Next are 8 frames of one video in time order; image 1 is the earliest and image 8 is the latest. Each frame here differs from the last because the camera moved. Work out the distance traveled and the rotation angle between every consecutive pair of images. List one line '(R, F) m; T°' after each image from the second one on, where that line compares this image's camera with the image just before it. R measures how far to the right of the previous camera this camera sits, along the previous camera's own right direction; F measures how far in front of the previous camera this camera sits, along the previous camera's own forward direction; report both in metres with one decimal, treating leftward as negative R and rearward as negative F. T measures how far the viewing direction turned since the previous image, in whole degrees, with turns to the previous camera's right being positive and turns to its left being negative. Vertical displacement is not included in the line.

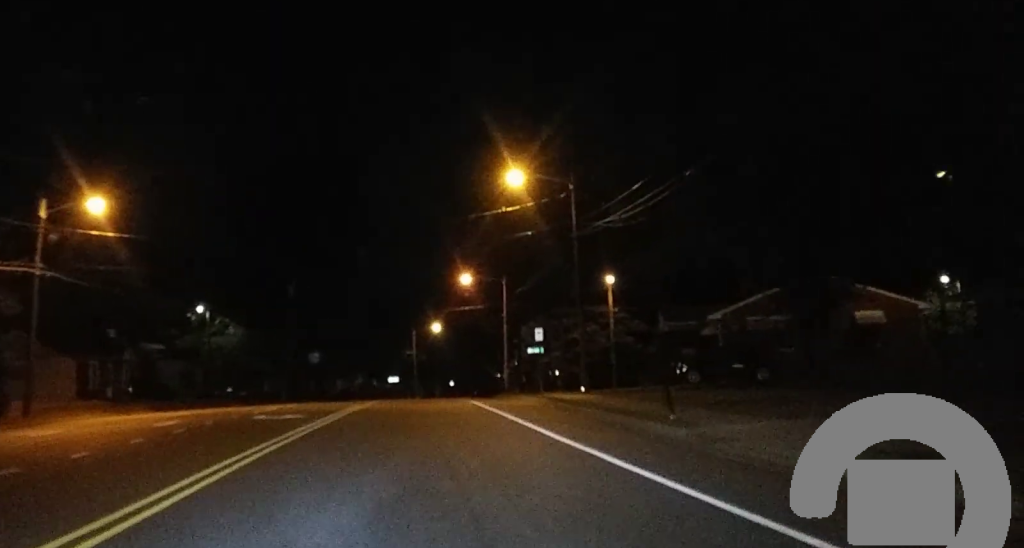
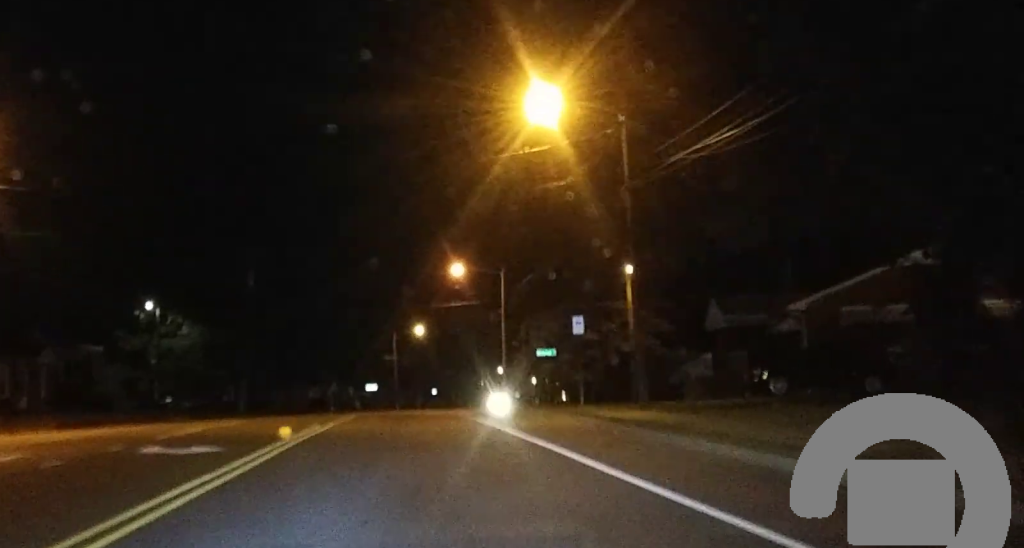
(-0.1, +12.8) m; -1°
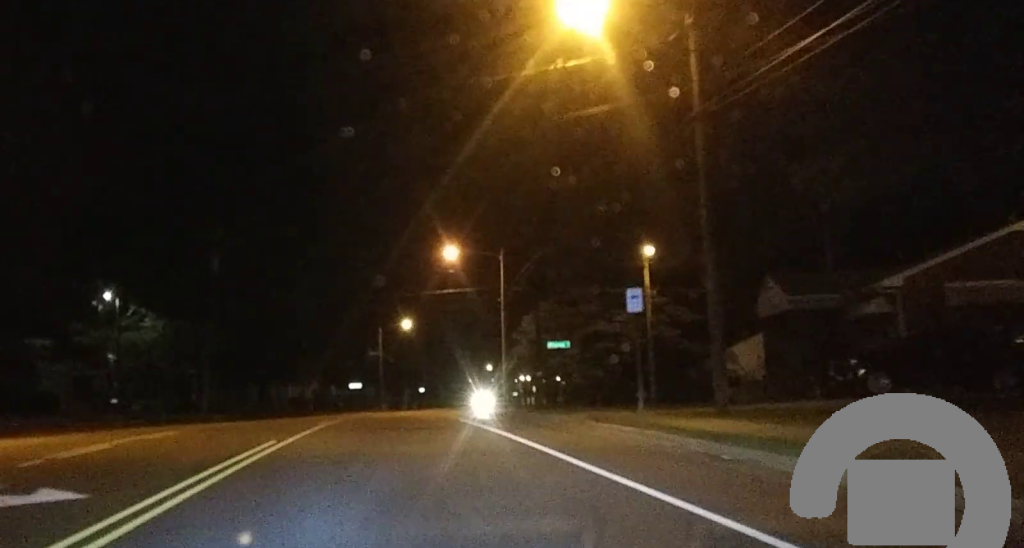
(-0.1, +8.2) m; +1°
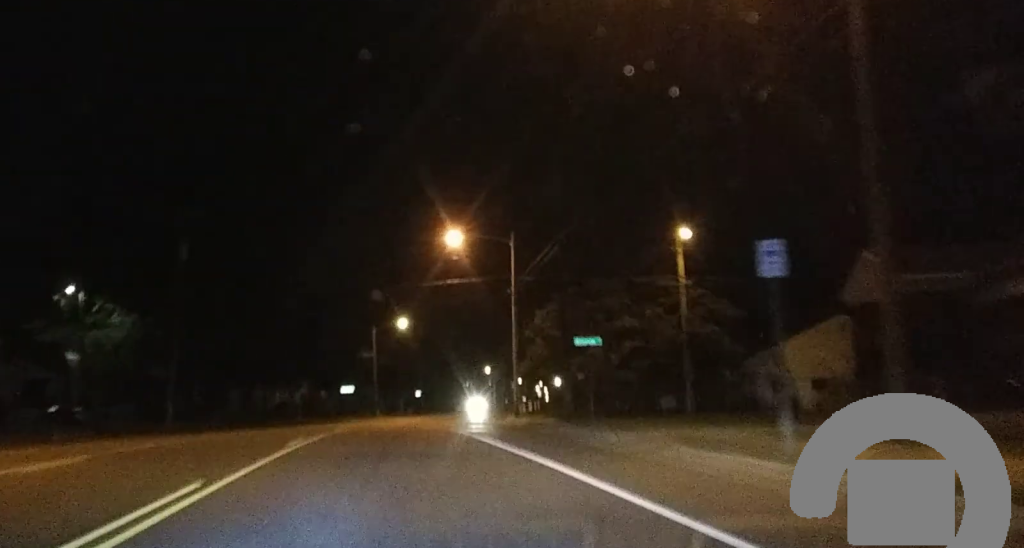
(+0.2, +7.5) m; +1°
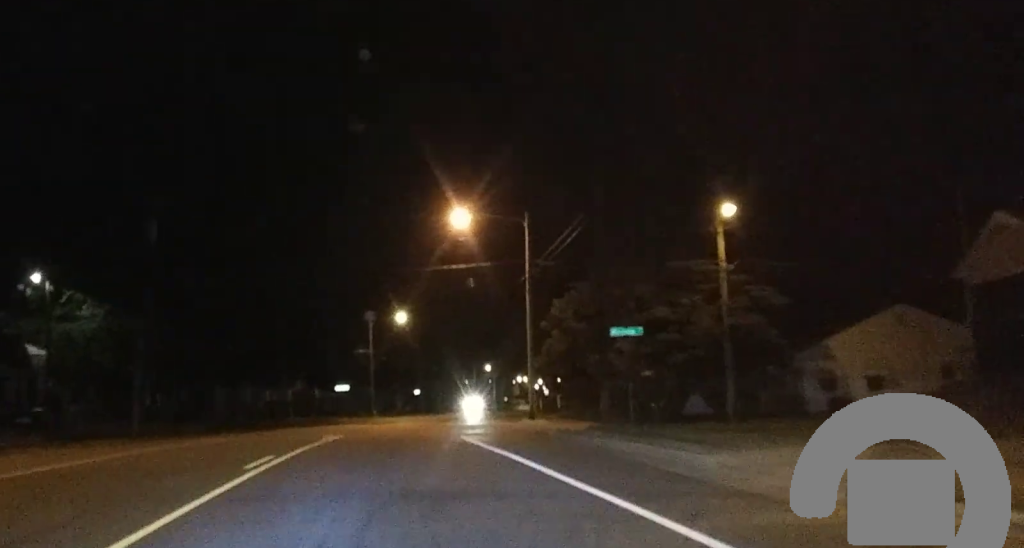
(+0.1, +7.3) m; +1°
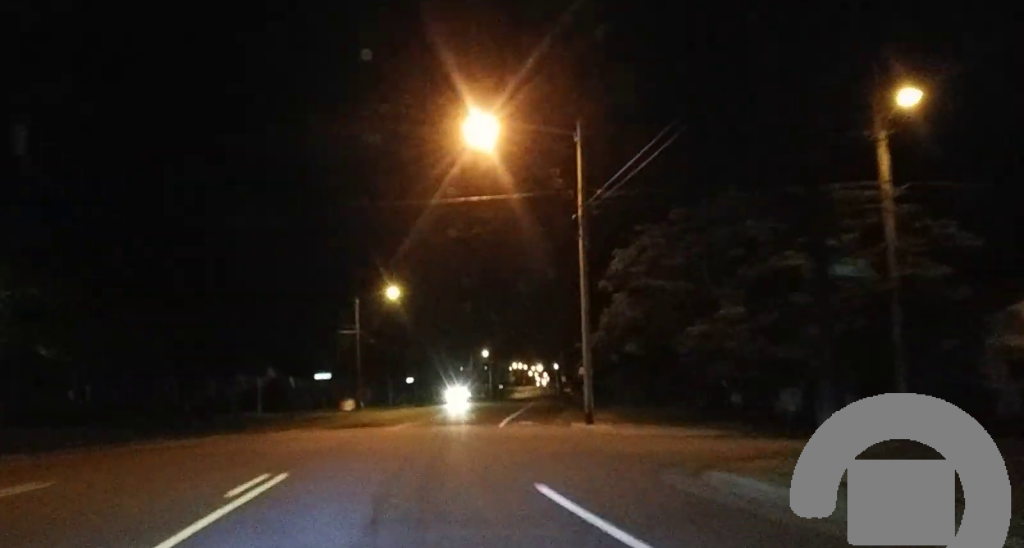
(+0.1, +15.1) m; +1°
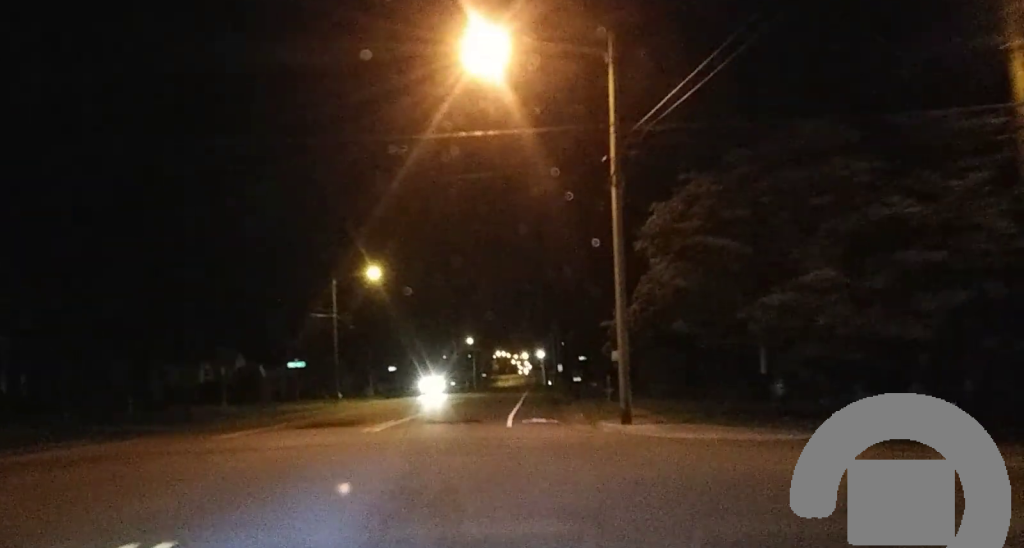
(0.0, +7.8) m; +1°
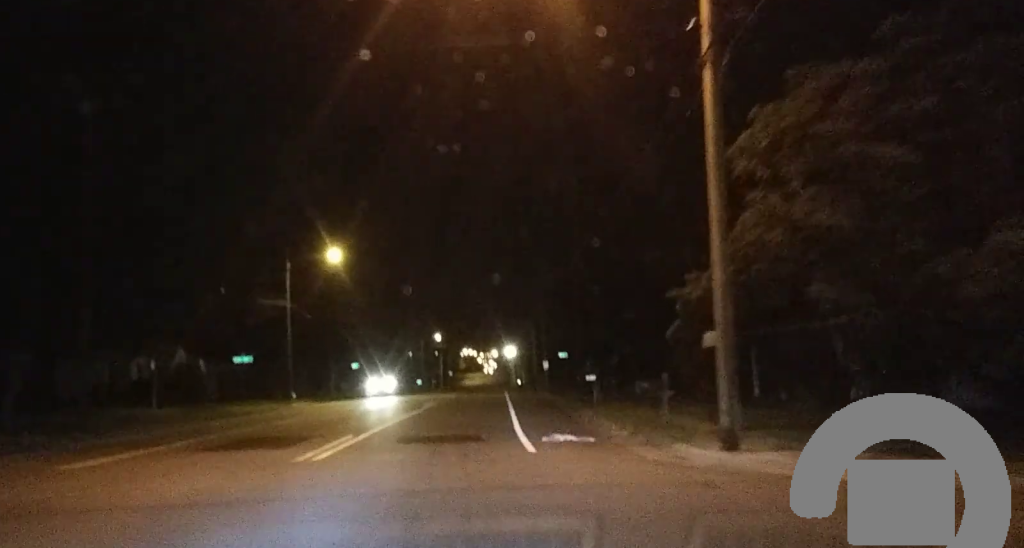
(-0.1, +9.2) m; +3°
